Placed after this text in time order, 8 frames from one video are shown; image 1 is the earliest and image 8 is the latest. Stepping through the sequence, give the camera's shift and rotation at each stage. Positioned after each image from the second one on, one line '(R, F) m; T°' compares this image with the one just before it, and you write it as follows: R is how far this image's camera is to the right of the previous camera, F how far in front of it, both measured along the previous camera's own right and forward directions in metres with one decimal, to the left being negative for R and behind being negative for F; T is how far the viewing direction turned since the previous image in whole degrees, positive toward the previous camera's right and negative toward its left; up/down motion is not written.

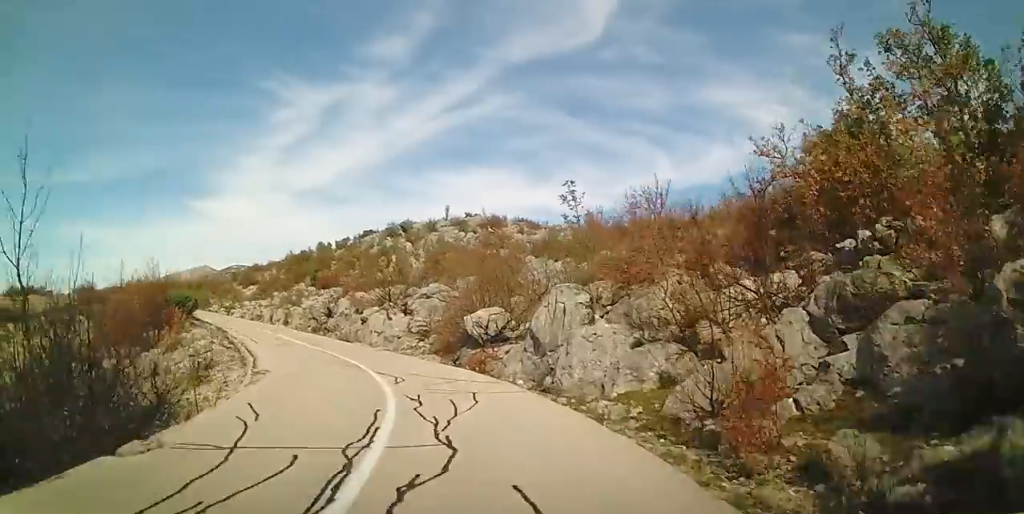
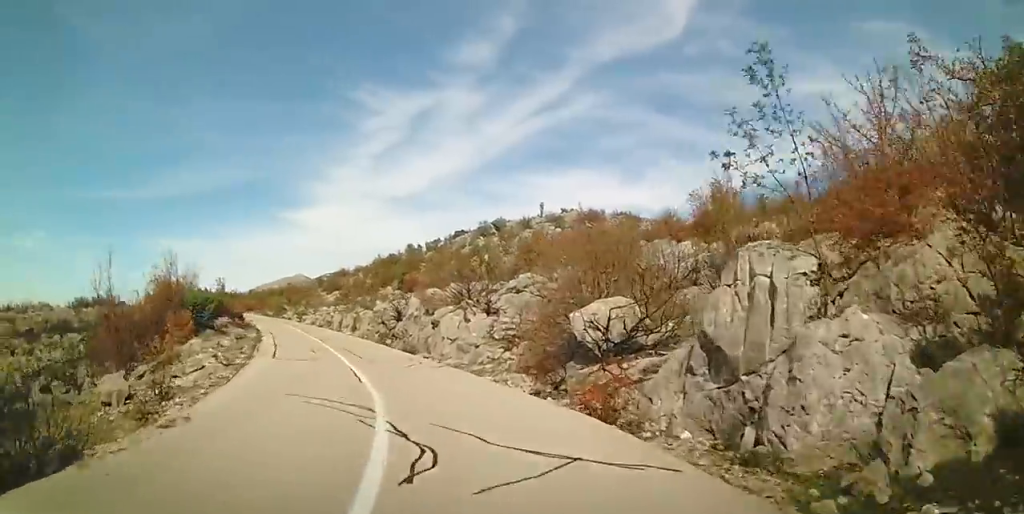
(+0.2, +7.6) m; -12°
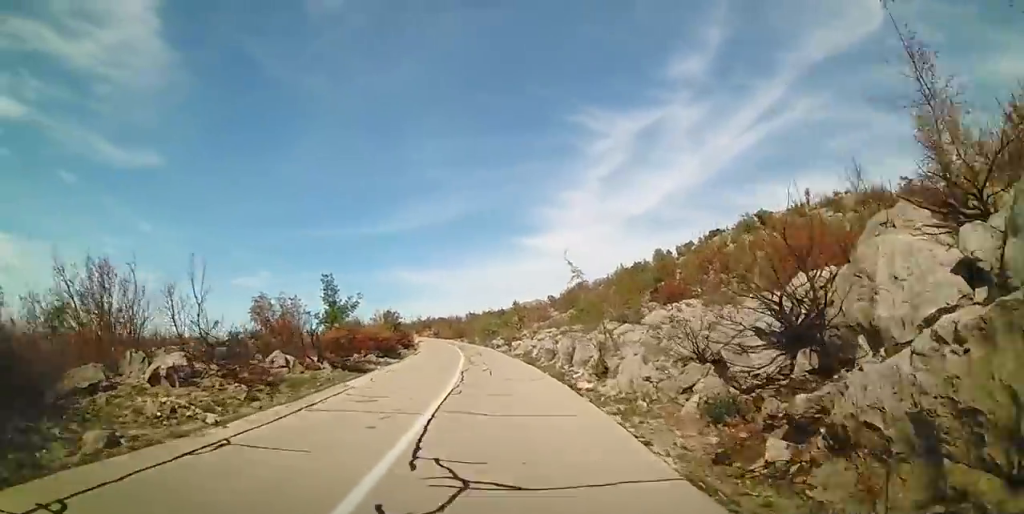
(-6.5, +24.2) m; -15°
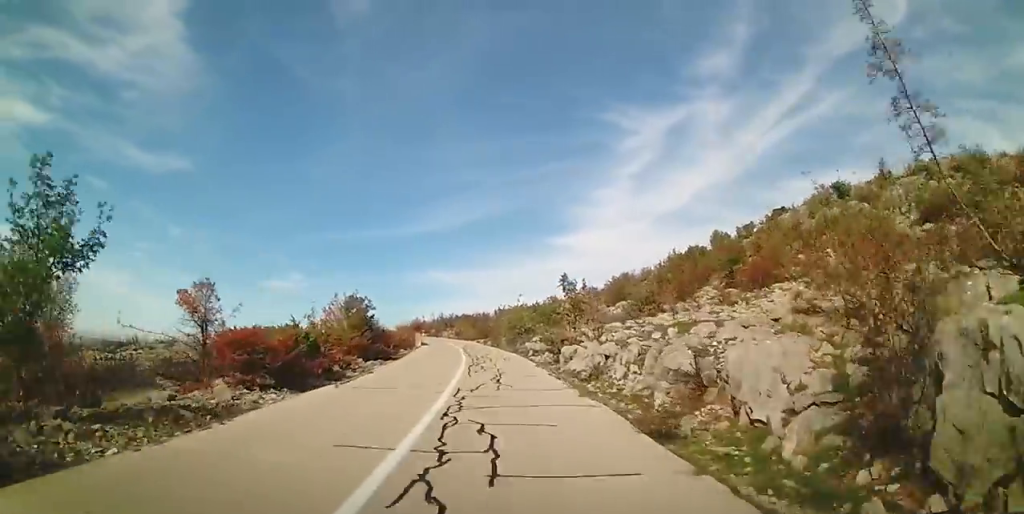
(0.0, +18.3) m; 0°
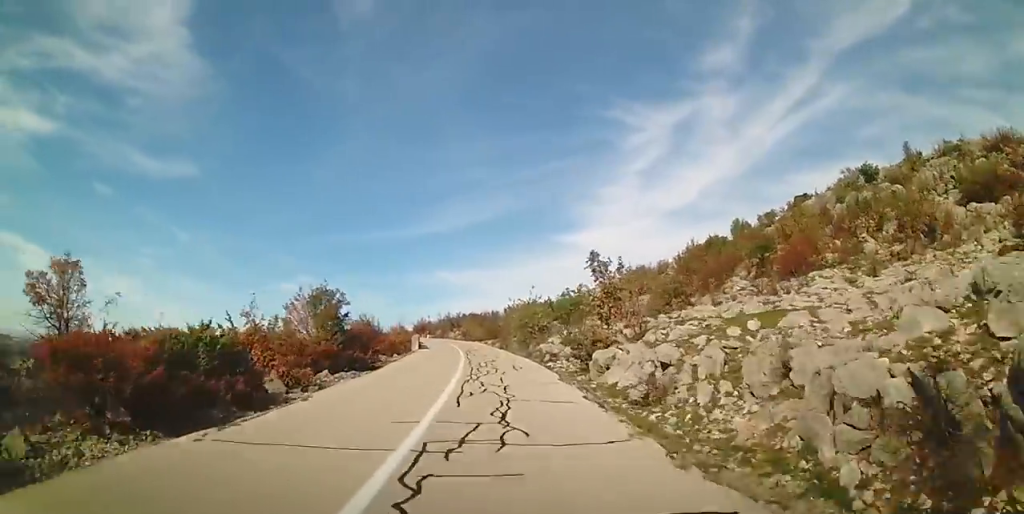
(0.0, +6.1) m; 0°
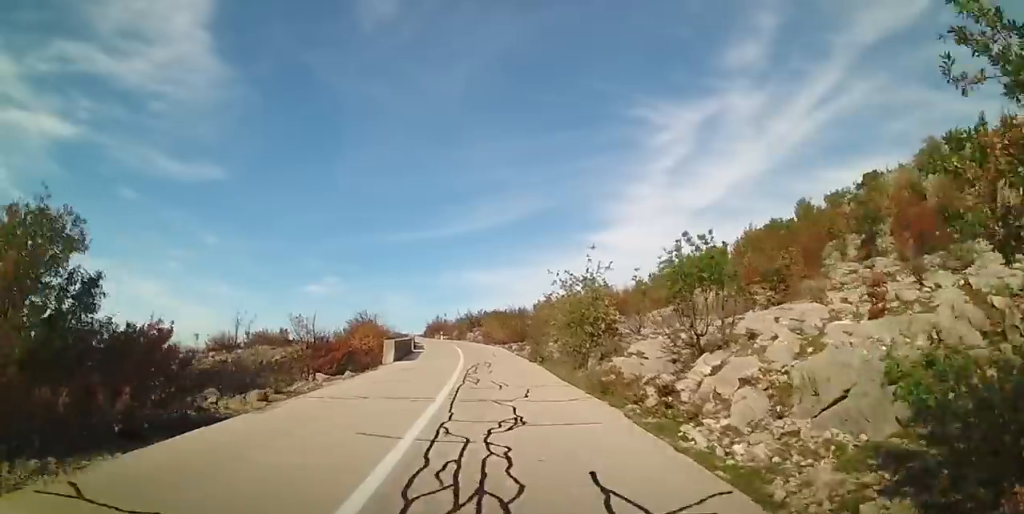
(0.0, +15.5) m; -5°
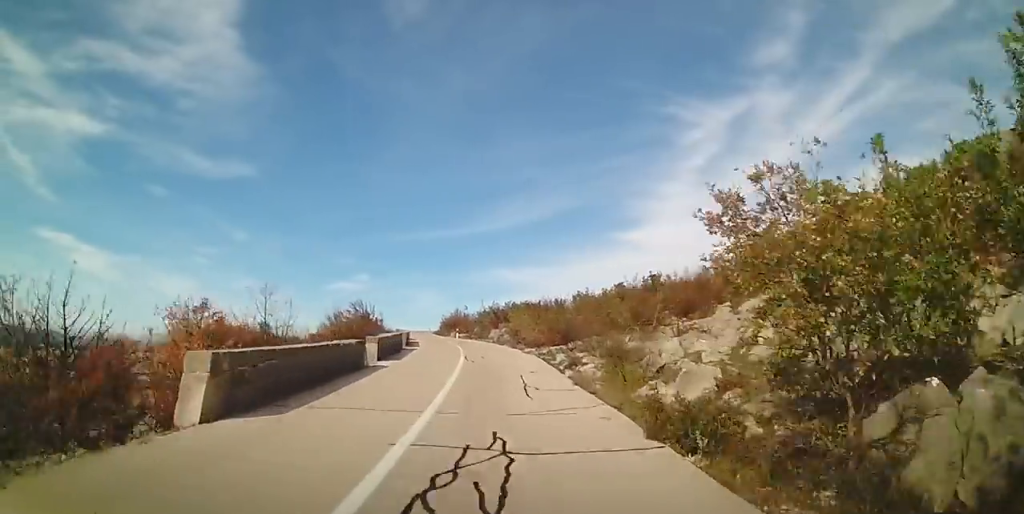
(-1.3, +16.0) m; -8°
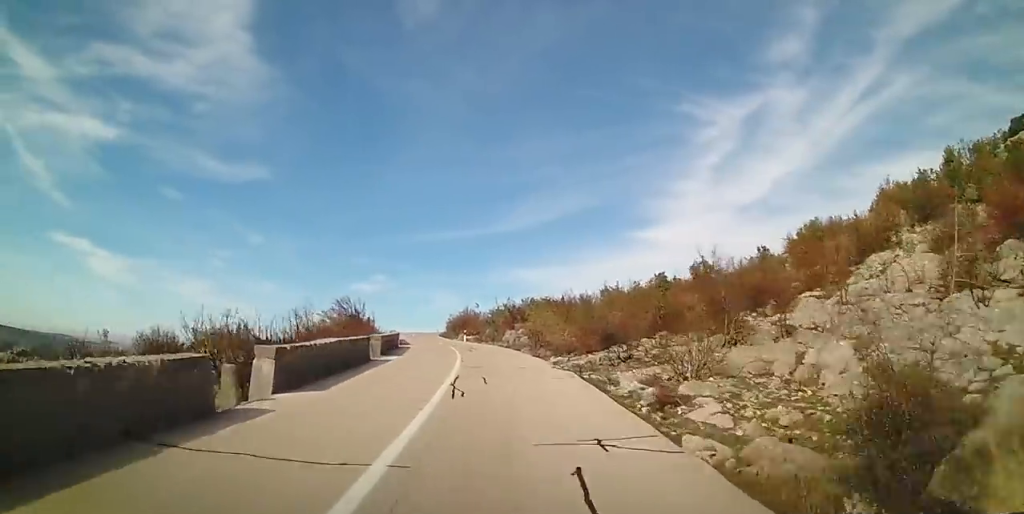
(-0.4, +10.0) m; -2°
